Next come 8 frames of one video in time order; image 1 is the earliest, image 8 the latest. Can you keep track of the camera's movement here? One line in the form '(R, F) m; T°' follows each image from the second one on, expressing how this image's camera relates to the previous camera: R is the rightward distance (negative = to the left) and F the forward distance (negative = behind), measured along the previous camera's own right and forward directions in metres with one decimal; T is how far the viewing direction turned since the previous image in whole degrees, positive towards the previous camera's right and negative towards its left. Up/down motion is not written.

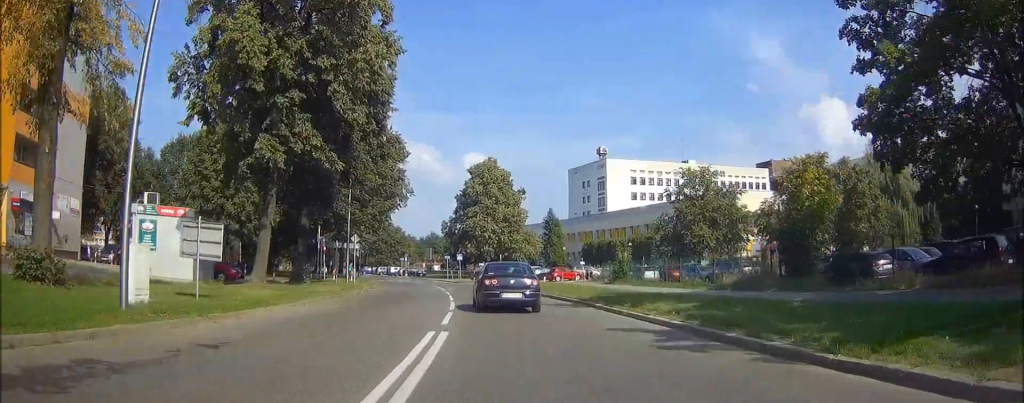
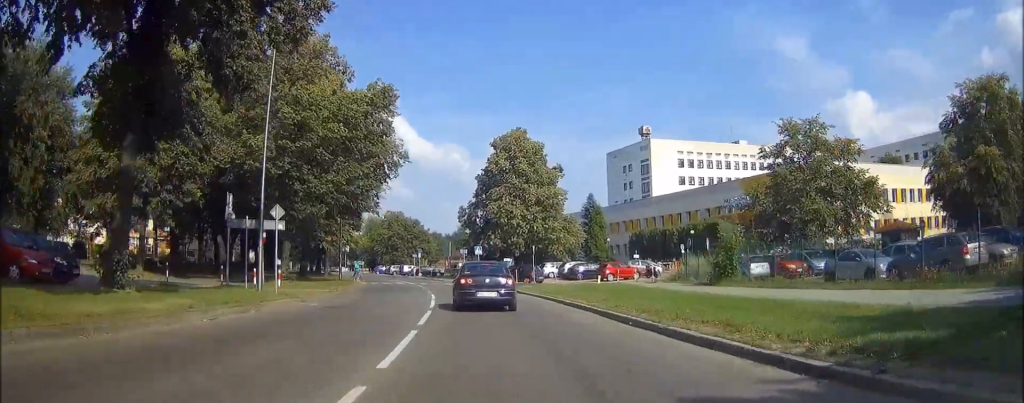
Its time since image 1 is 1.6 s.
(-0.2, +14.9) m; -1°
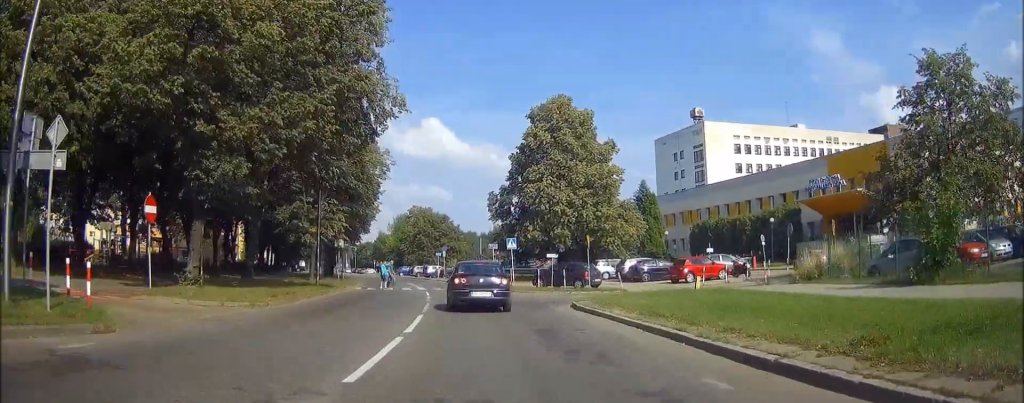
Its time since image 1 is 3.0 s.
(0.0, +12.6) m; 0°
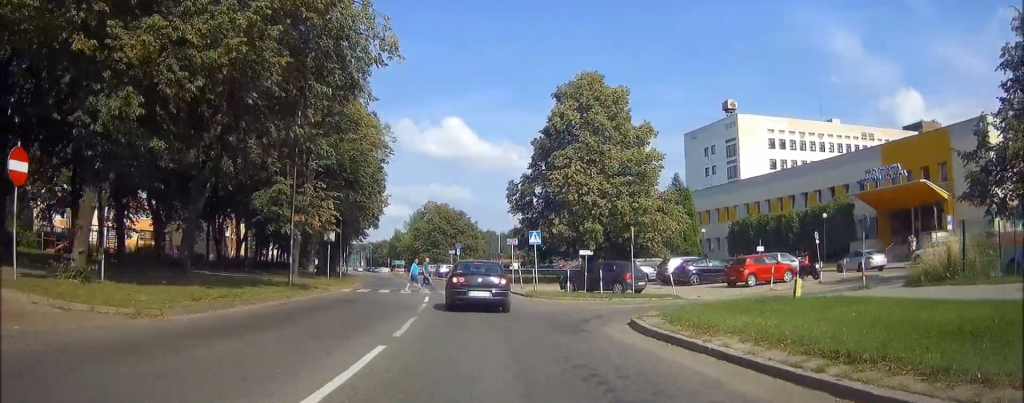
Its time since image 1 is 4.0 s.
(0.0, +8.5) m; 0°
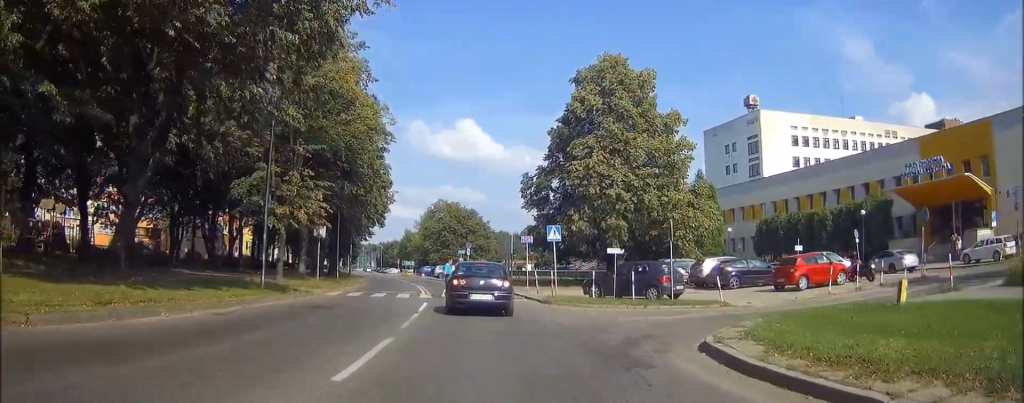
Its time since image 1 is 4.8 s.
(0.0, +5.9) m; 0°
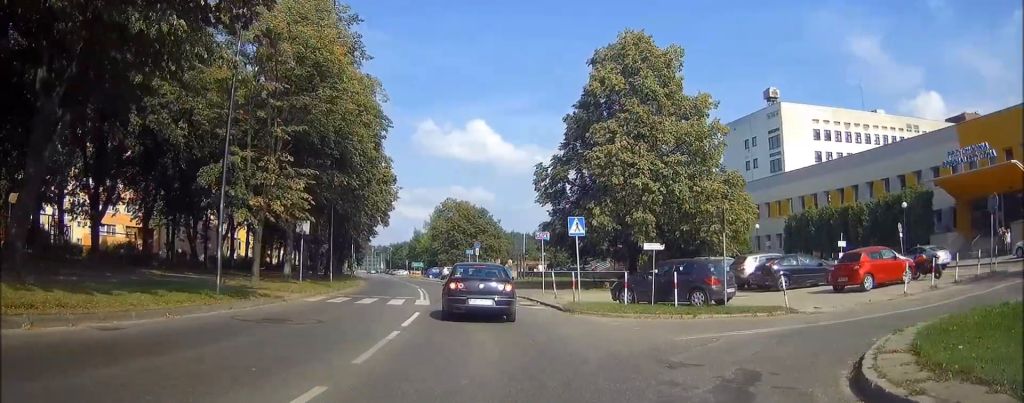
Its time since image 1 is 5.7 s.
(0.0, +6.6) m; -1°
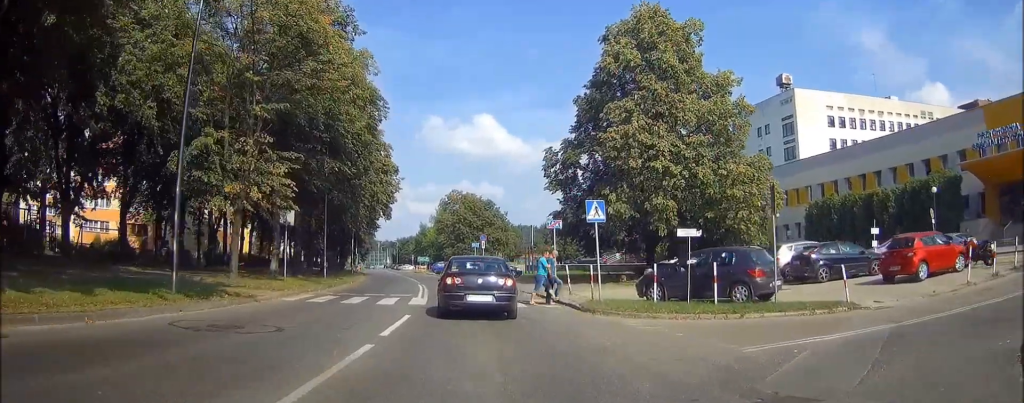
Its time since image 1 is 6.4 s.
(+0.1, +4.7) m; -2°
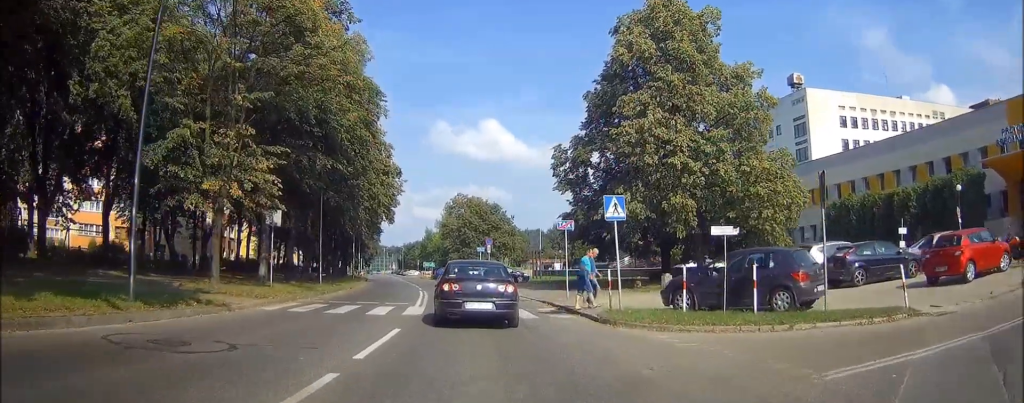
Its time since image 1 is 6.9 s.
(-0.2, +3.3) m; -2°
